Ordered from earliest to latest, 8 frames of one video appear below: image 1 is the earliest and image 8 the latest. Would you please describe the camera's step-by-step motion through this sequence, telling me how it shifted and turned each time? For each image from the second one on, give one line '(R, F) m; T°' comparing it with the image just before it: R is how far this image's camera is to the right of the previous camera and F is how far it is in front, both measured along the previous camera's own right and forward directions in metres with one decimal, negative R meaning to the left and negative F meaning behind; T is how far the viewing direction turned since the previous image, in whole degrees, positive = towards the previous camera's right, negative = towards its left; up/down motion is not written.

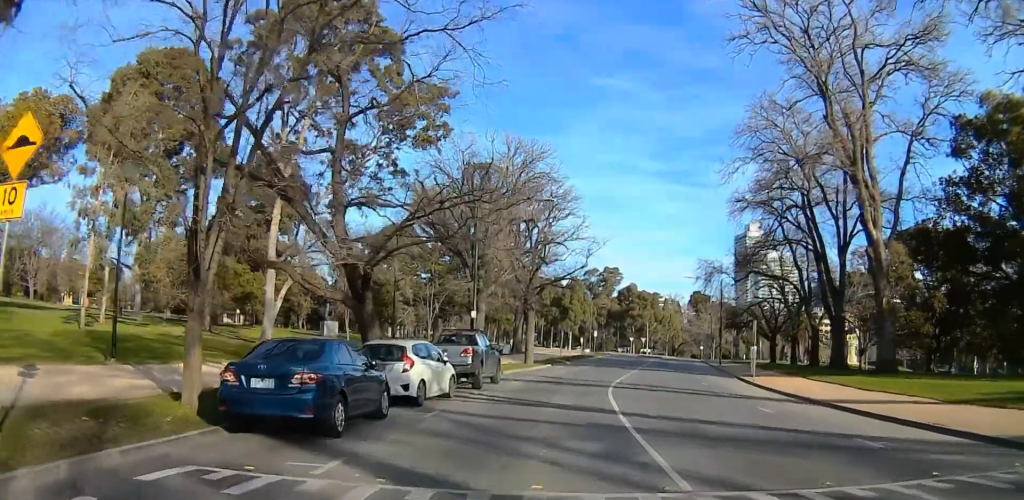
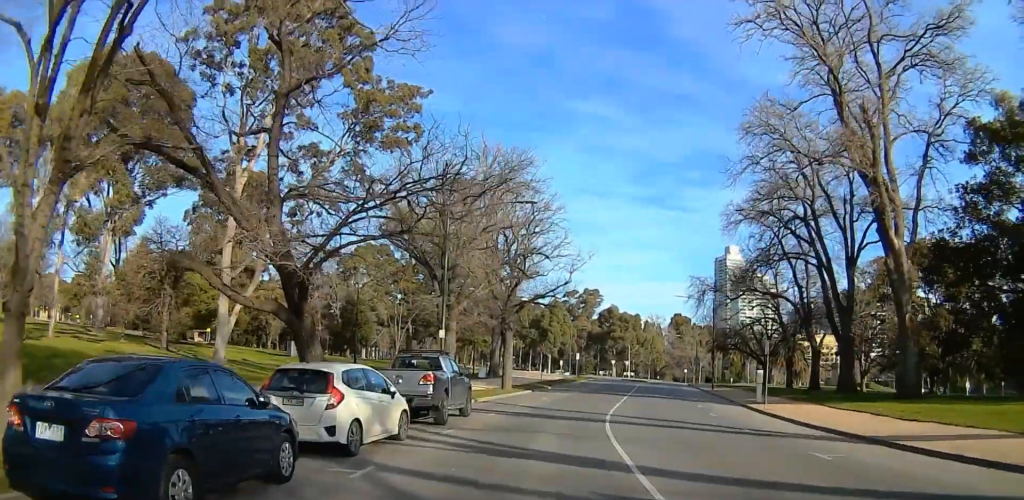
(-0.2, +4.9) m; 0°
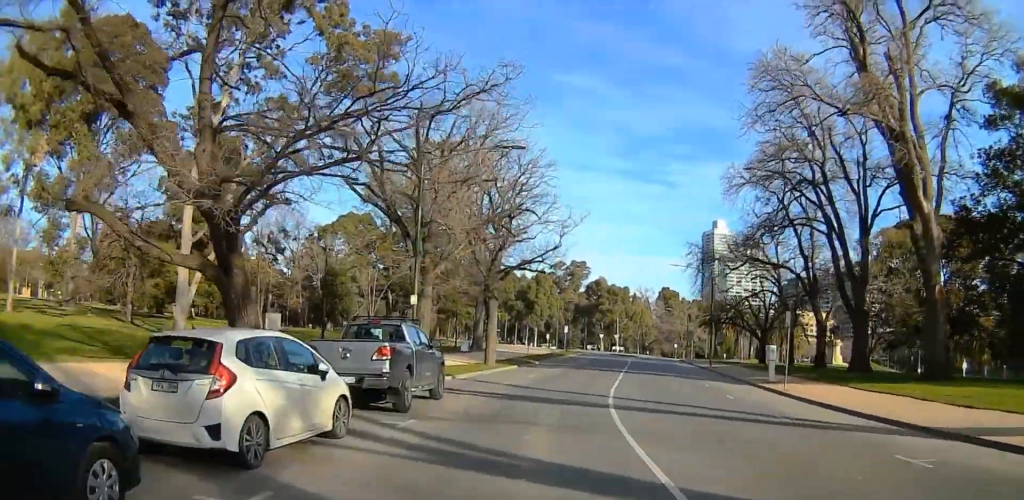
(-0.1, +4.1) m; +4°
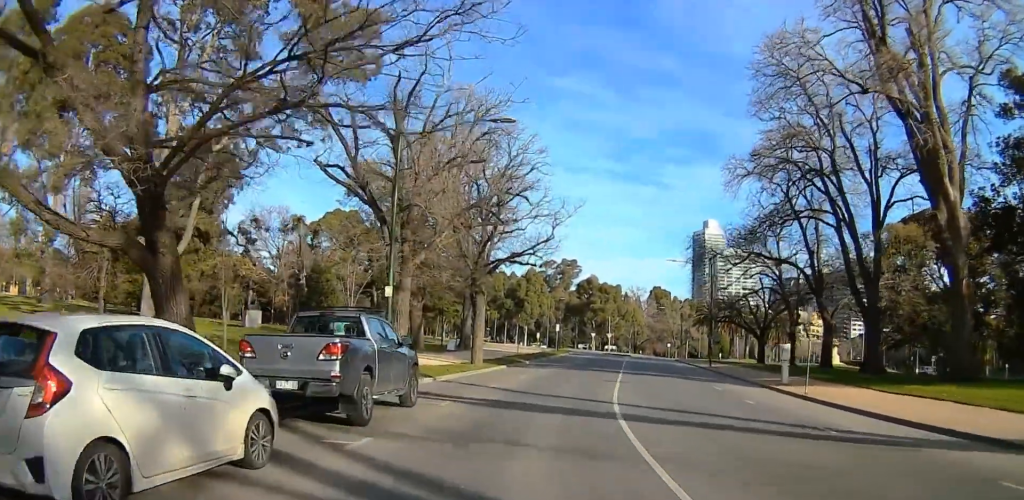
(+0.3, +3.0) m; +3°
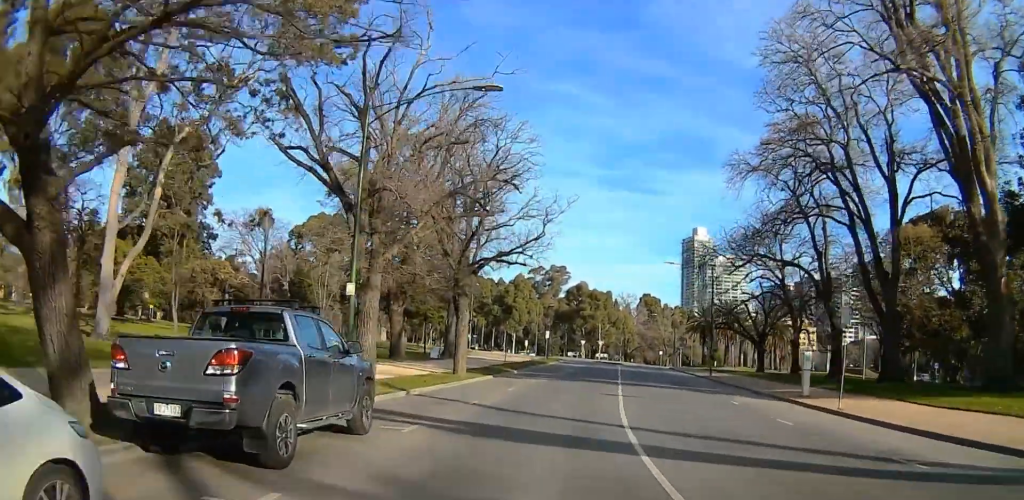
(+0.2, +3.5) m; +3°
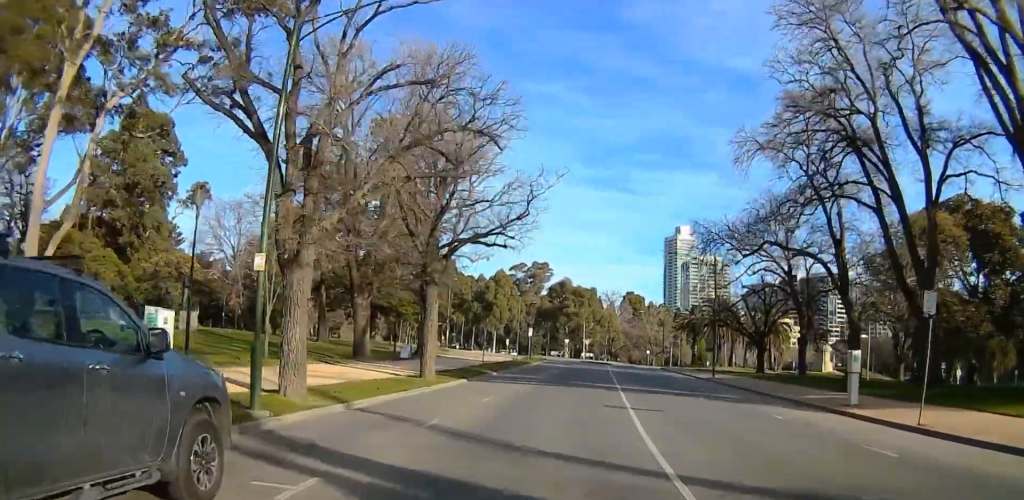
(0.0, +4.9) m; 0°
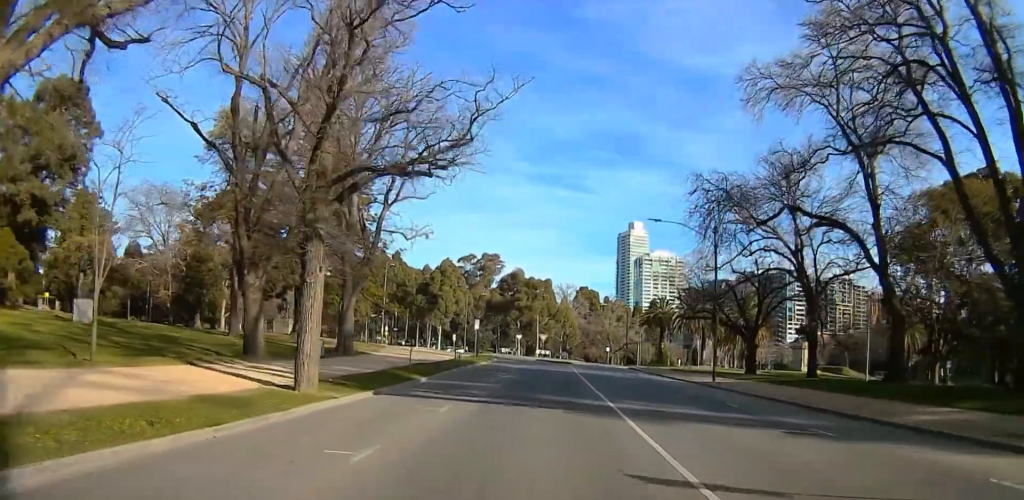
(+0.1, +9.2) m; +4°
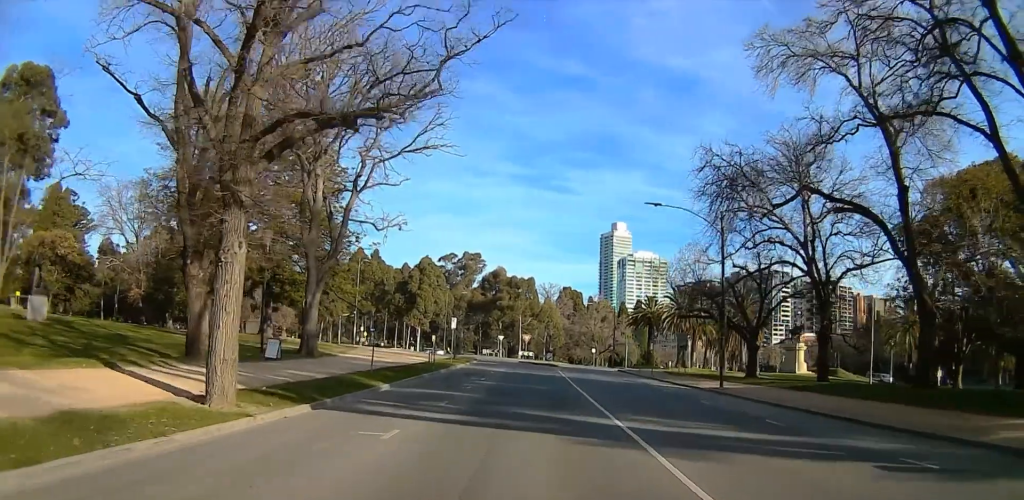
(-0.1, +3.7) m; +4°
